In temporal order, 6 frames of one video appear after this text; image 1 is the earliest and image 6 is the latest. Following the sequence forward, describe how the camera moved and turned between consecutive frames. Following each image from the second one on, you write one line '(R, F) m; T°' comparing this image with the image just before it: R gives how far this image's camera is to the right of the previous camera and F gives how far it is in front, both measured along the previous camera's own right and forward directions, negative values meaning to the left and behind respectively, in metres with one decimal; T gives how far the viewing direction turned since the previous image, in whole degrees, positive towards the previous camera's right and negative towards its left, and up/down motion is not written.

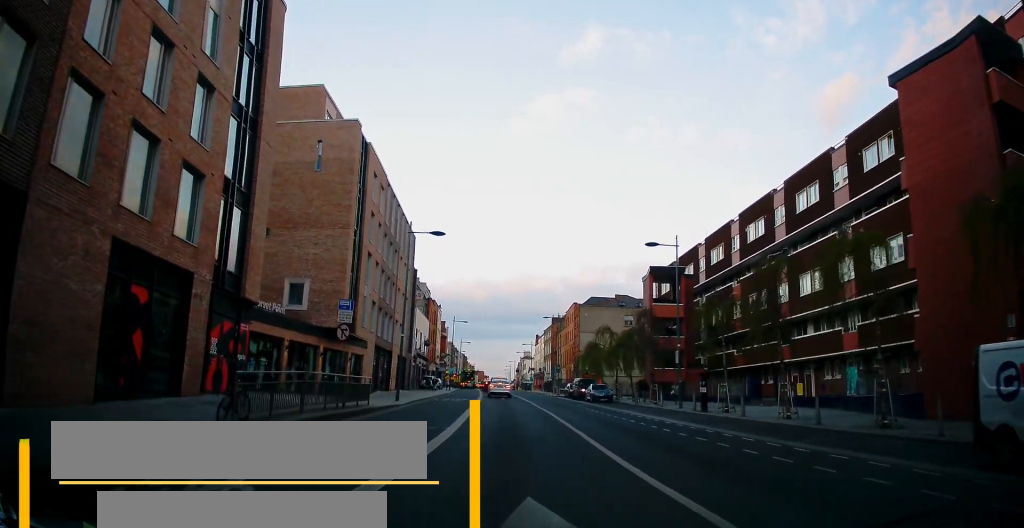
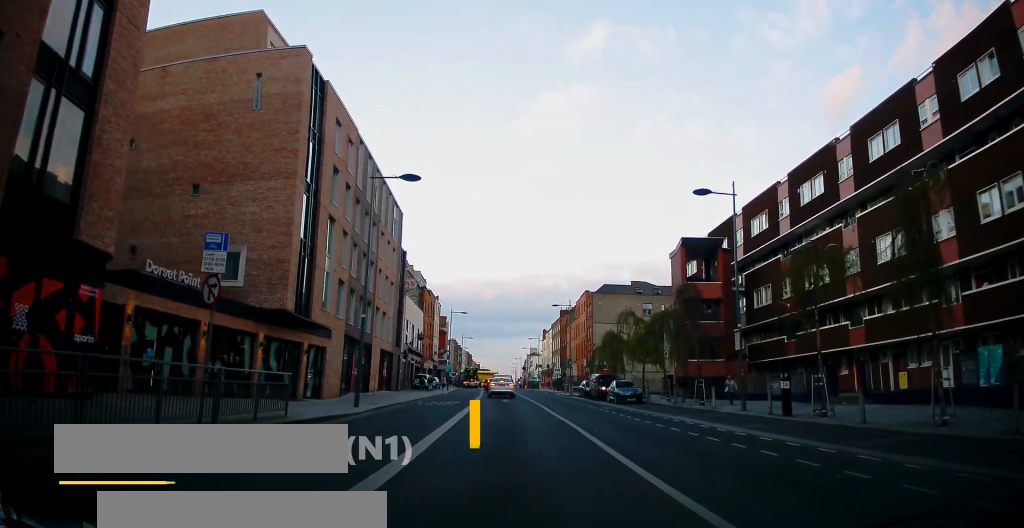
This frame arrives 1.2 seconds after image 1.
(-0.4, +9.3) m; 0°
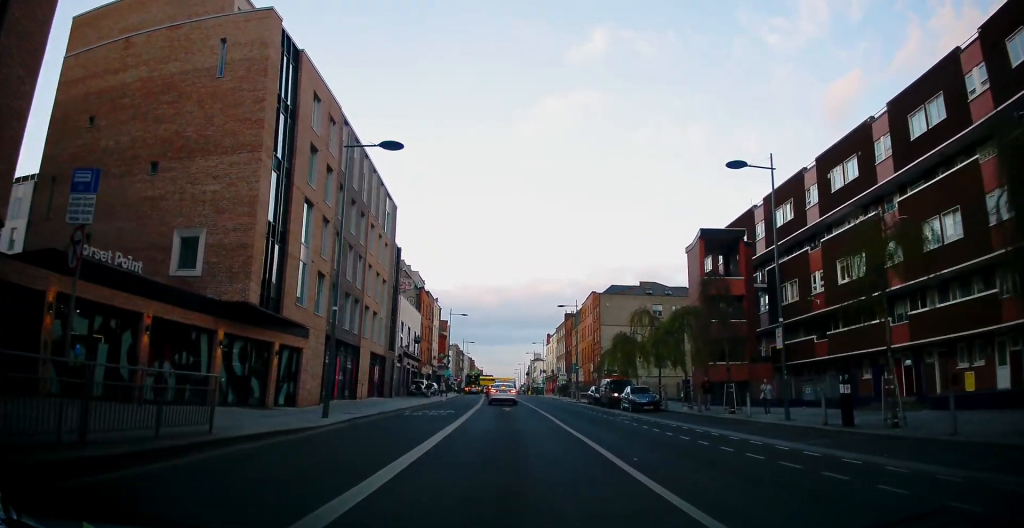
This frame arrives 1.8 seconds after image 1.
(+0.1, +4.0) m; 0°
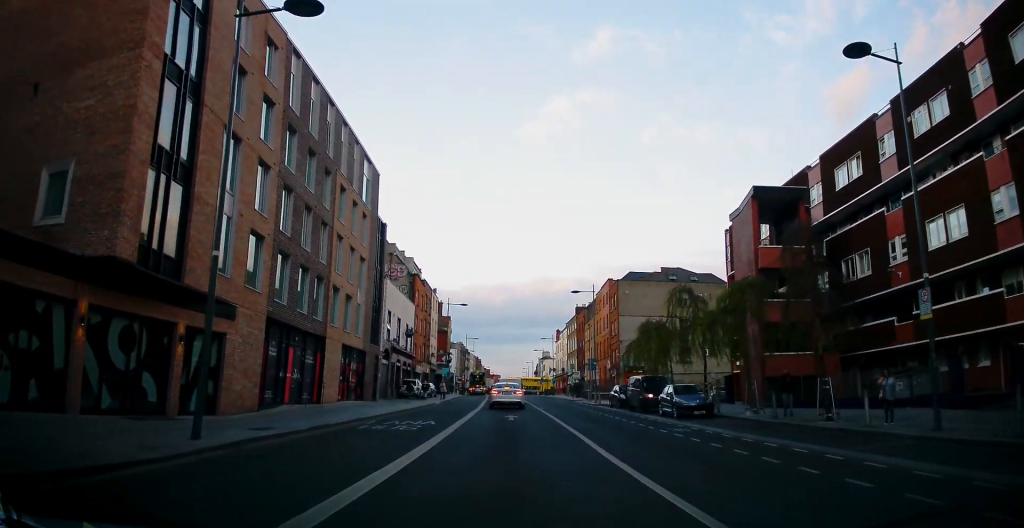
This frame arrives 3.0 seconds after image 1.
(0.0, +8.5) m; -1°
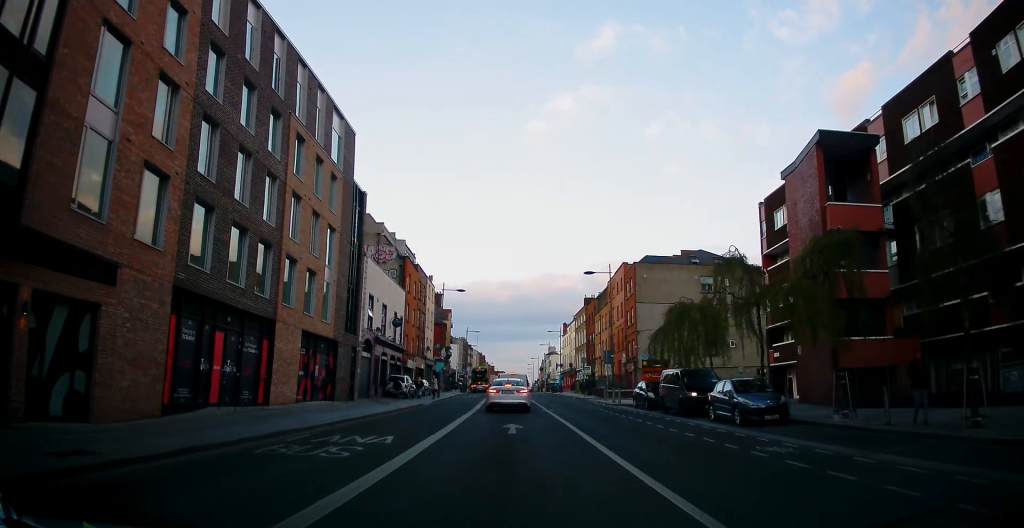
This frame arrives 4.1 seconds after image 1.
(0.0, +7.2) m; +1°
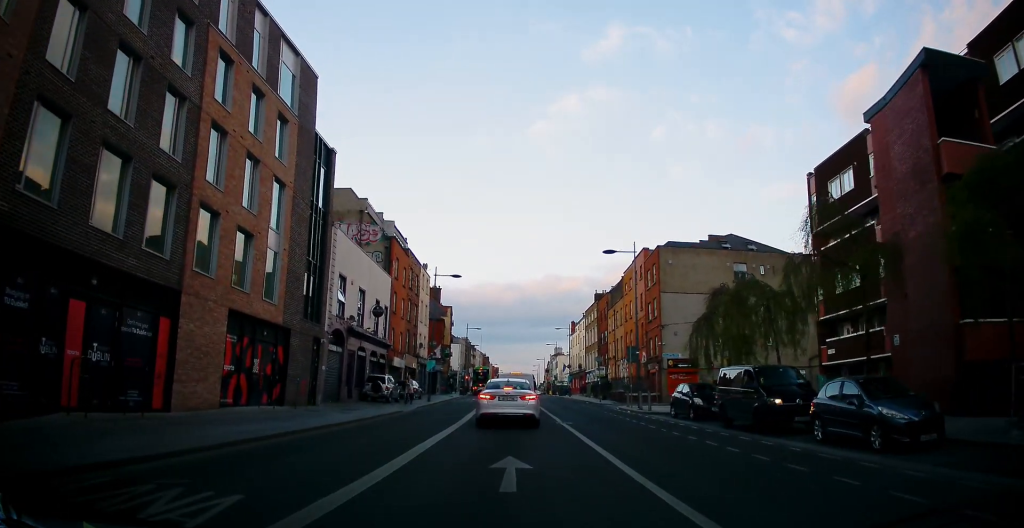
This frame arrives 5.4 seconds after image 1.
(+0.1, +8.4) m; +1°
